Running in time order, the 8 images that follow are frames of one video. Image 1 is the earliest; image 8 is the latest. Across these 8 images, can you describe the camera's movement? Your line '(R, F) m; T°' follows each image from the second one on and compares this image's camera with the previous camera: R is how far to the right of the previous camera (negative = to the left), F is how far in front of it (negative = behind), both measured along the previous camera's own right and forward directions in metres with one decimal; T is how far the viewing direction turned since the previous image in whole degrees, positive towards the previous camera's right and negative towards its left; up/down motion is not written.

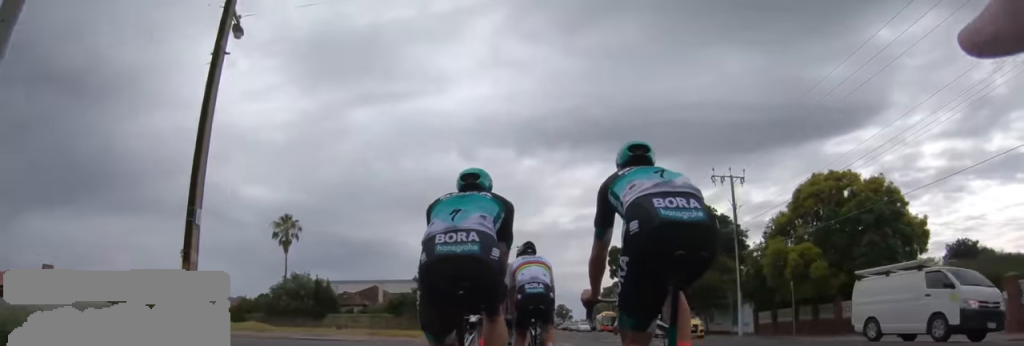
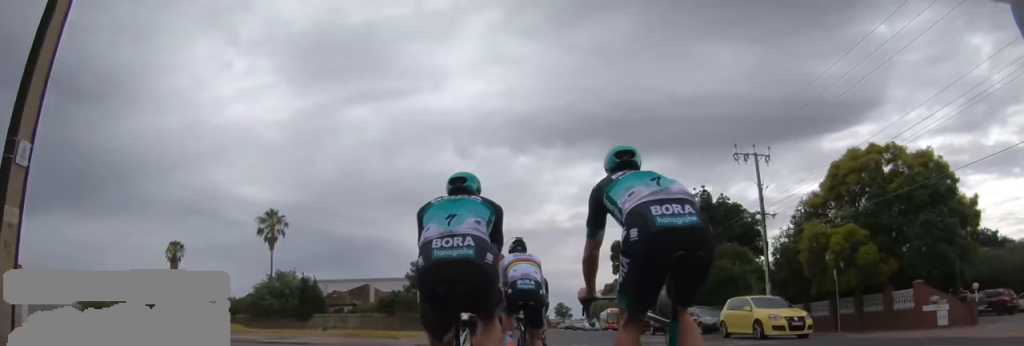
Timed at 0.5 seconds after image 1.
(0.0, +3.8) m; 0°
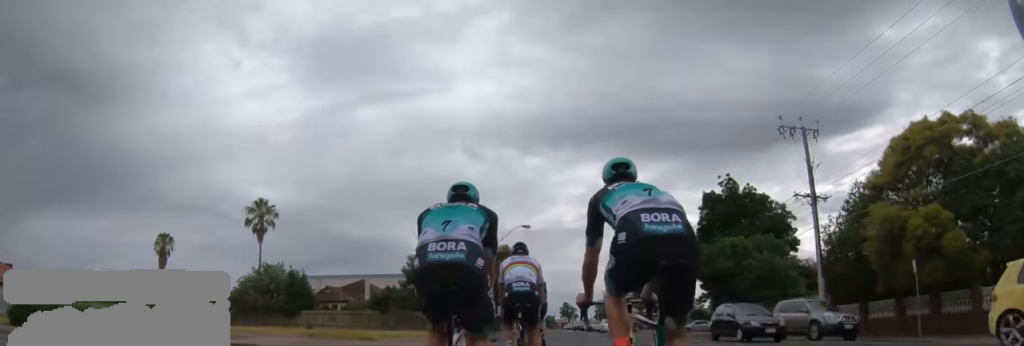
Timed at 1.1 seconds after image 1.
(0.0, +4.5) m; 0°
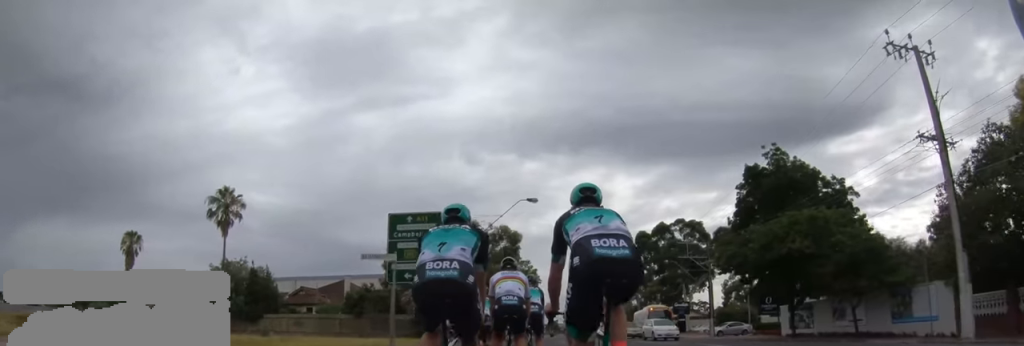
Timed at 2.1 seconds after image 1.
(0.0, +8.1) m; -6°
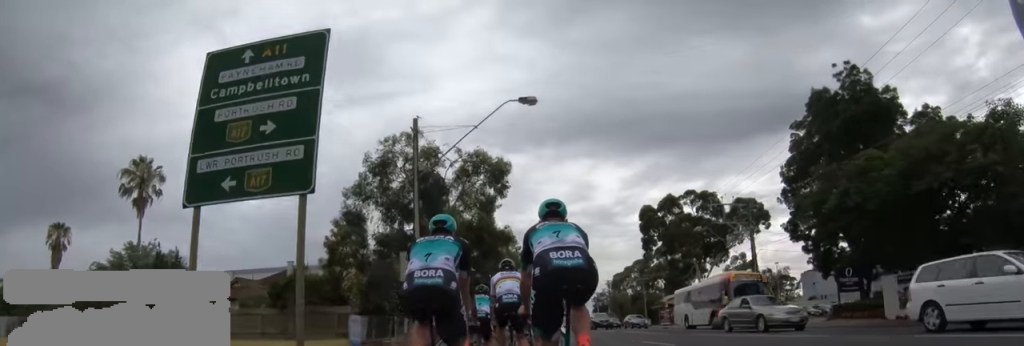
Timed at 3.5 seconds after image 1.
(-1.3, +10.1) m; -7°
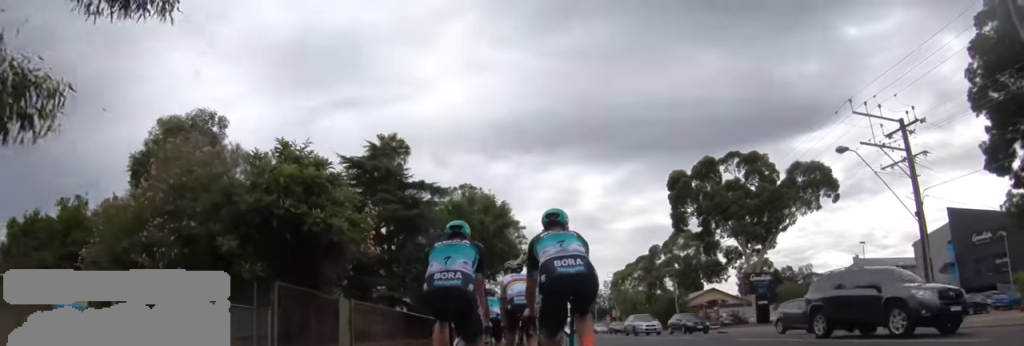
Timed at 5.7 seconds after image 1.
(+2.2, +15.5) m; +14°
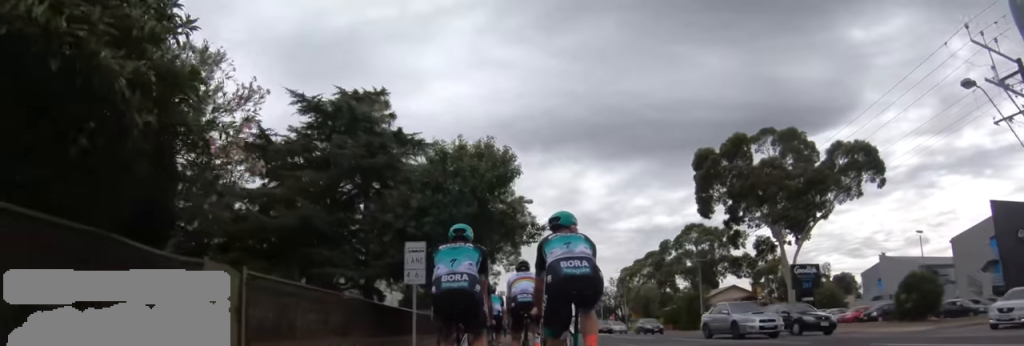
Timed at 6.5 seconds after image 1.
(0.0, +6.1) m; -1°
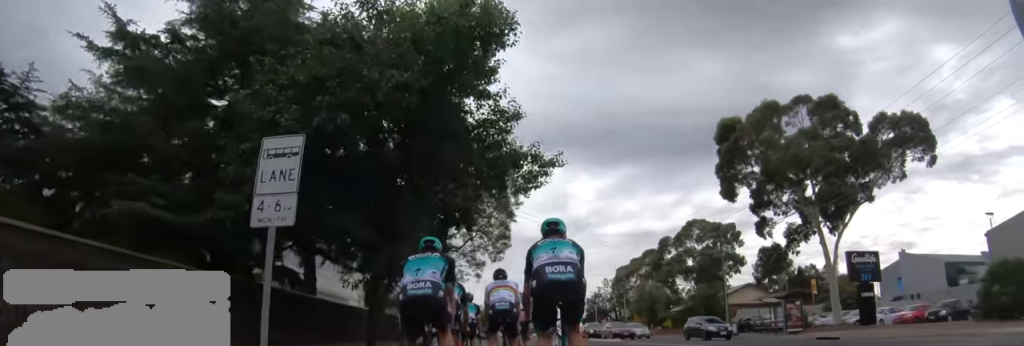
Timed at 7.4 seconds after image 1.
(-0.1, +7.1) m; -5°
